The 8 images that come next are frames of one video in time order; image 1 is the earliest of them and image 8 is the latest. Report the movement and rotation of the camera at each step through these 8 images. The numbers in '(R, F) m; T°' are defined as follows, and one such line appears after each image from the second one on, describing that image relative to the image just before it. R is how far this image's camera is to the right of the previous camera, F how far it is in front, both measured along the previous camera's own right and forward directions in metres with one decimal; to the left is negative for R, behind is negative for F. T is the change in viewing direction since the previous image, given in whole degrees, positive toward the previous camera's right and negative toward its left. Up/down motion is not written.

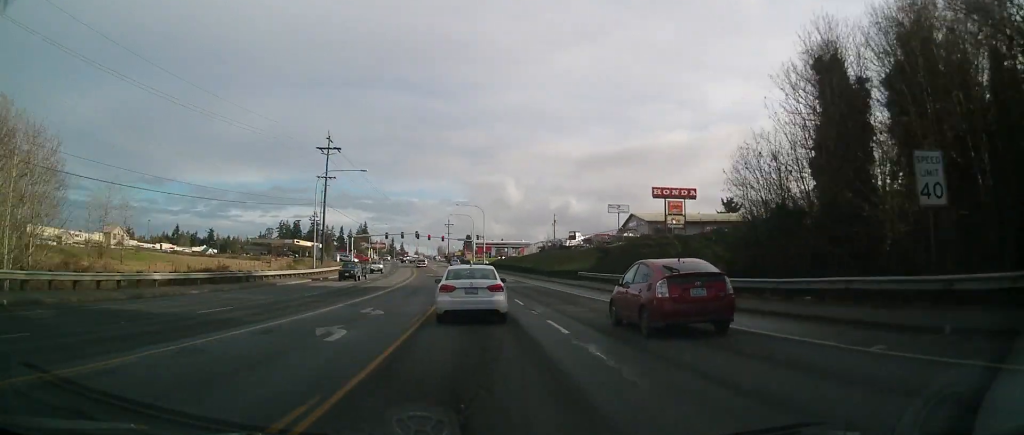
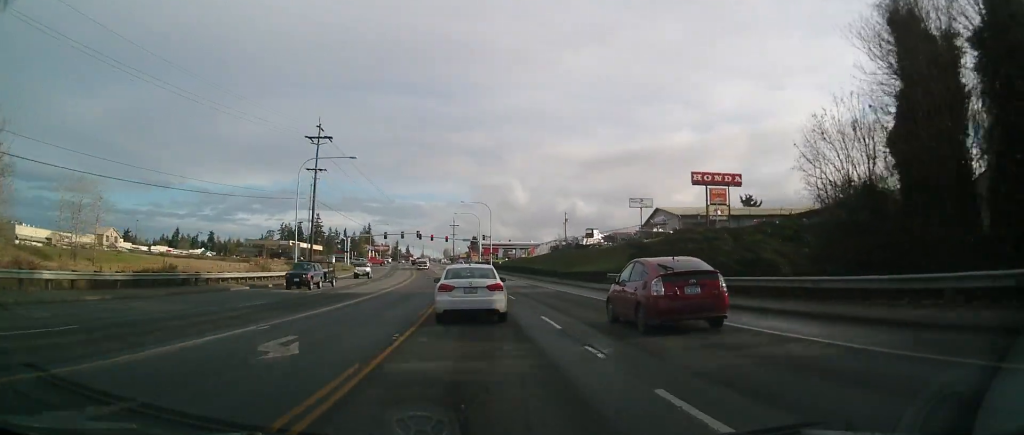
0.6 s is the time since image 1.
(0.0, +10.6) m; 0°
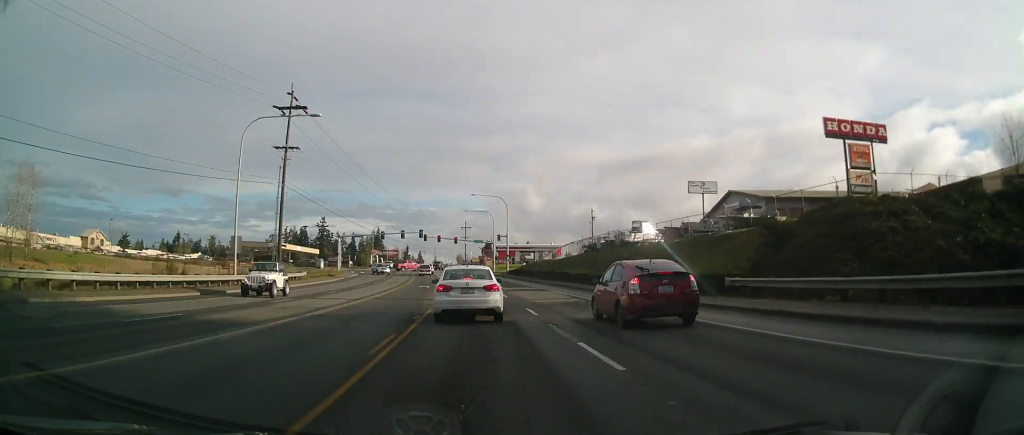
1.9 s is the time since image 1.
(+0.3, +21.3) m; +1°
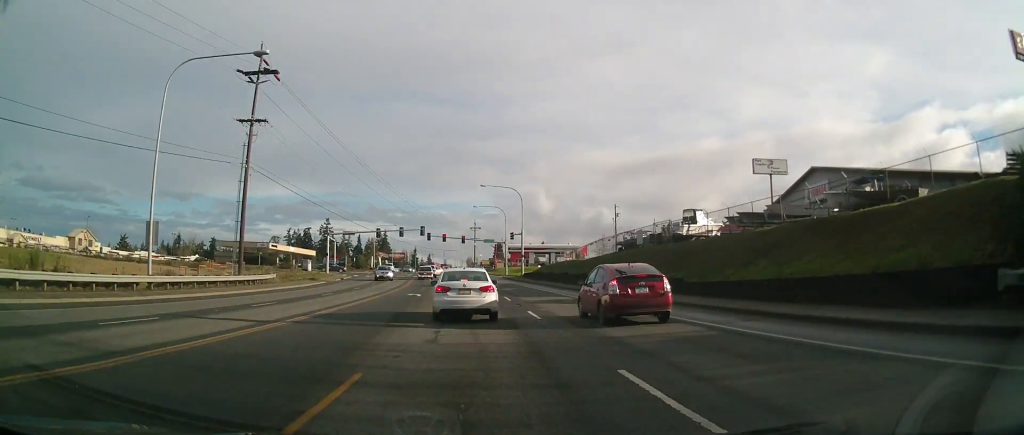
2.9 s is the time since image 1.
(0.0, +15.4) m; 0°
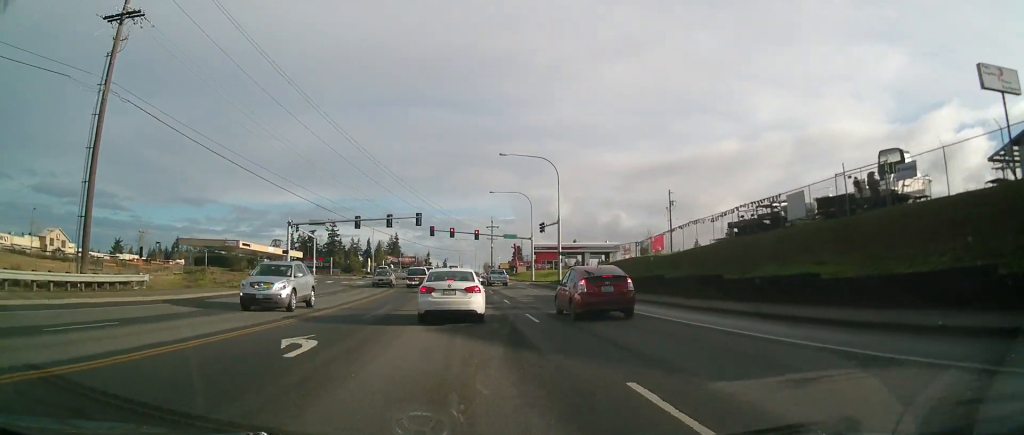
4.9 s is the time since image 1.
(-0.7, +27.6) m; -4°
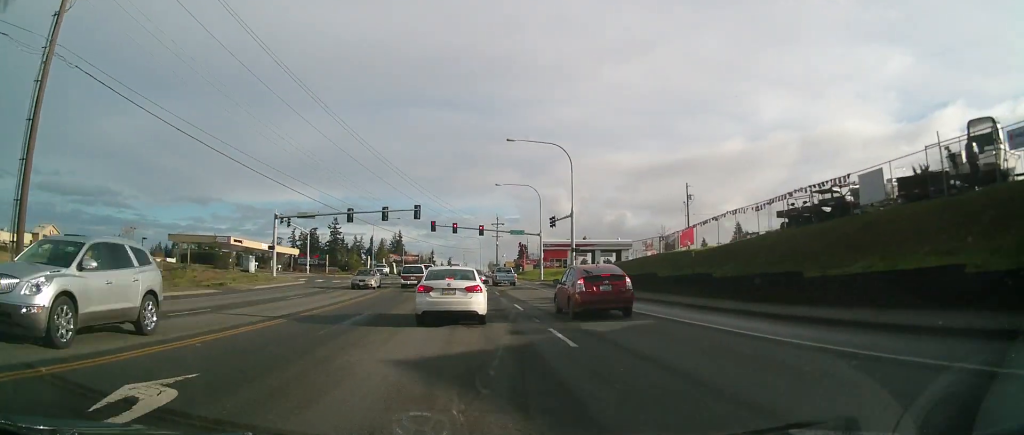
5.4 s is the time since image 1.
(-0.1, +6.5) m; -1°
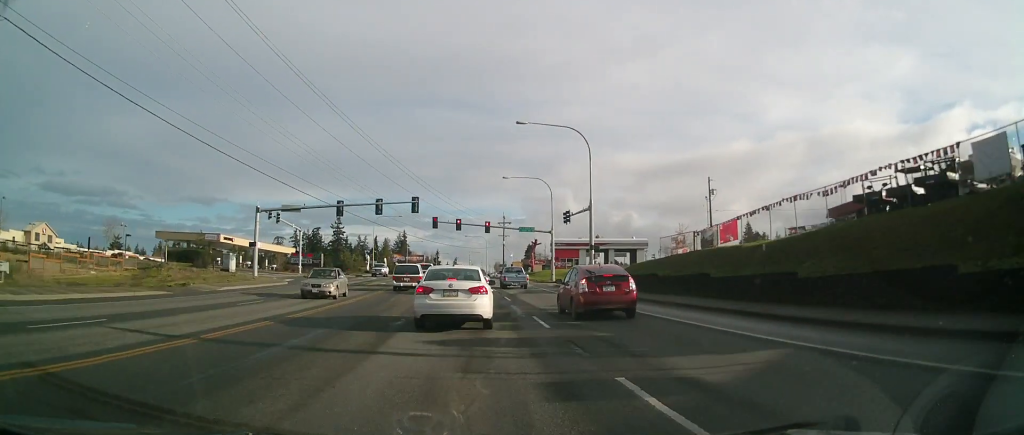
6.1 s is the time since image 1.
(0.0, +7.8) m; 0°
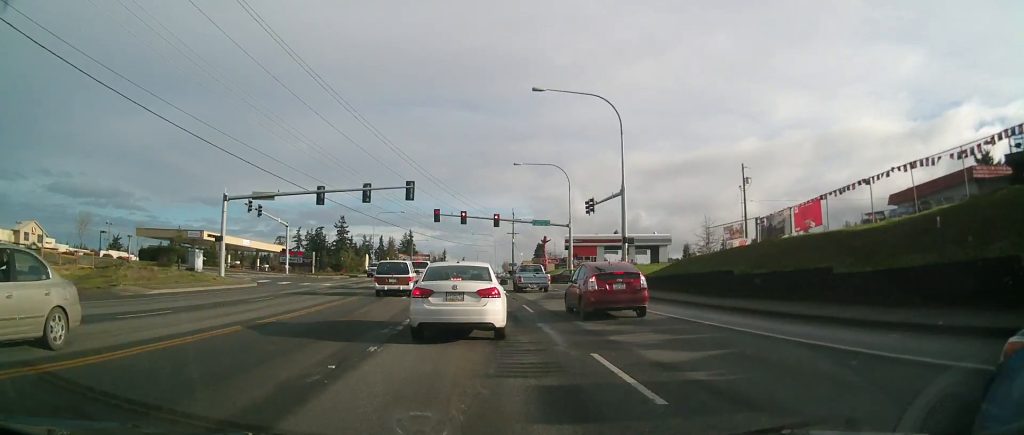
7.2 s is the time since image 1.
(-0.1, +11.5) m; +2°
